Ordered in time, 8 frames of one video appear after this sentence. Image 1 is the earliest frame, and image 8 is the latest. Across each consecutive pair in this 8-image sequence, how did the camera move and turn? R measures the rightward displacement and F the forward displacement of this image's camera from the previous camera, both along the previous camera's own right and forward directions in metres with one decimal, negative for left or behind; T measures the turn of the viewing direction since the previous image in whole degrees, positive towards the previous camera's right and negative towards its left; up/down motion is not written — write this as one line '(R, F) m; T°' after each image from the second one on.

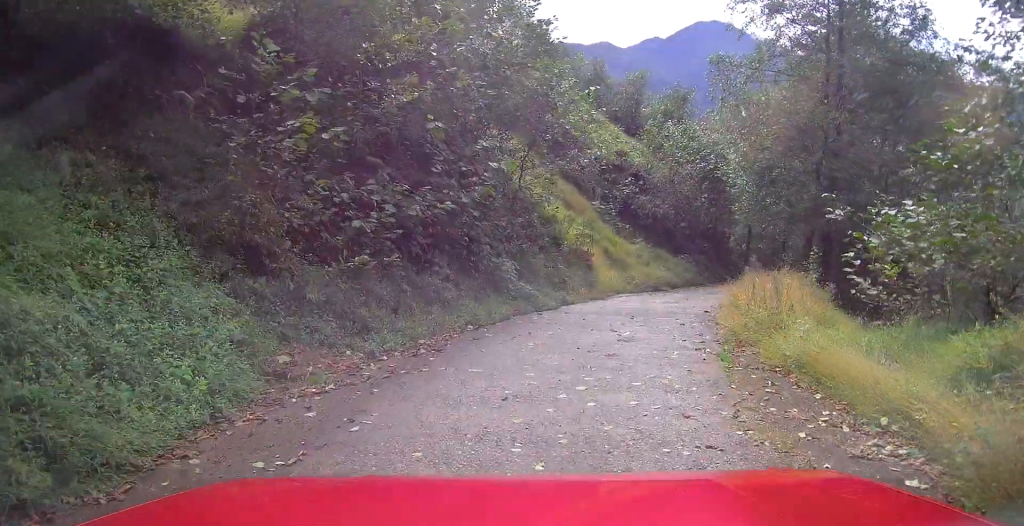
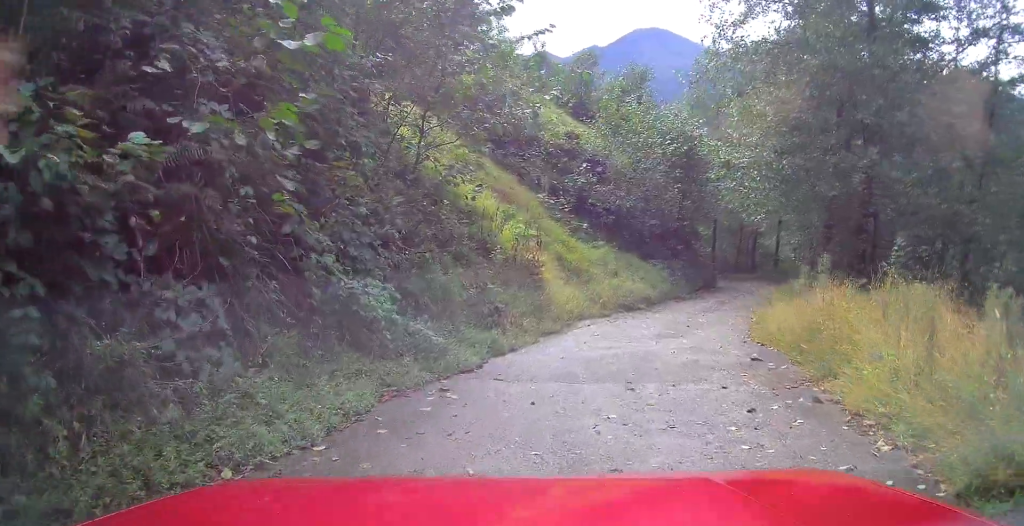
(+0.2, +6.4) m; +4°
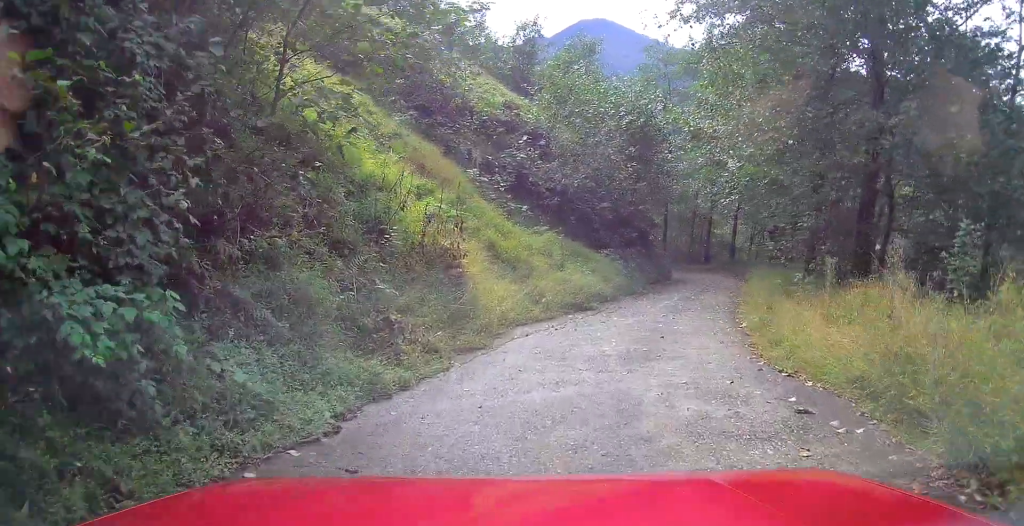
(0.0, +3.3) m; +4°
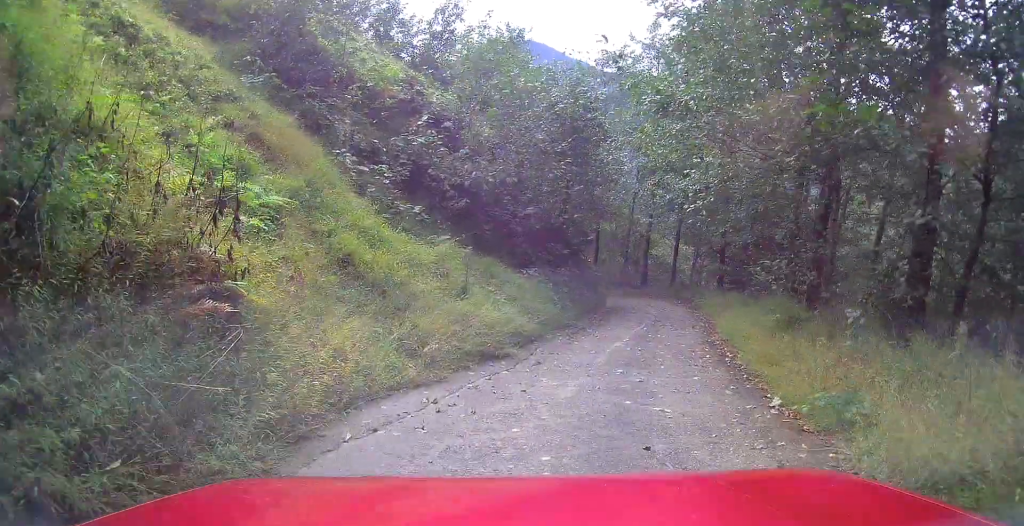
(+0.3, +4.9) m; +9°
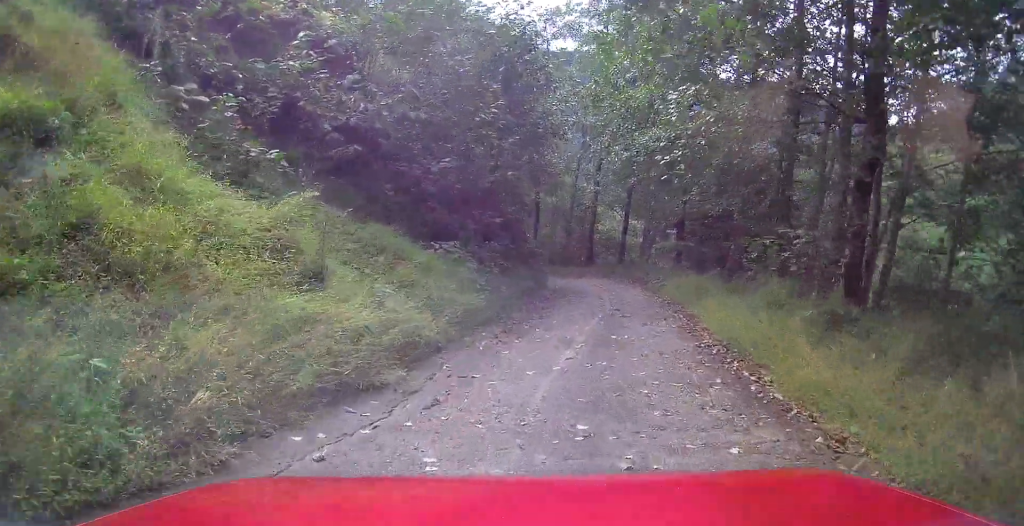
(+0.3, +3.9) m; +6°
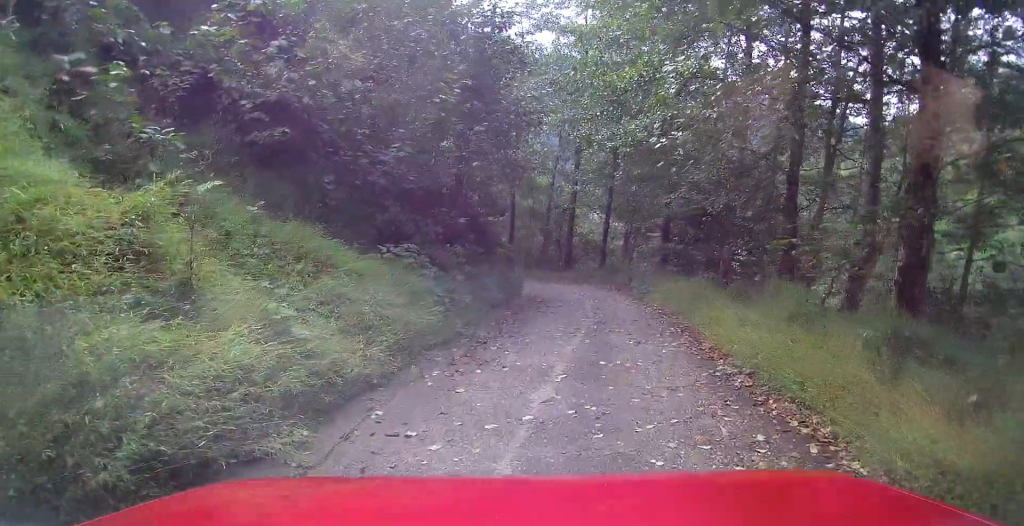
(0.0, +1.9) m; +2°
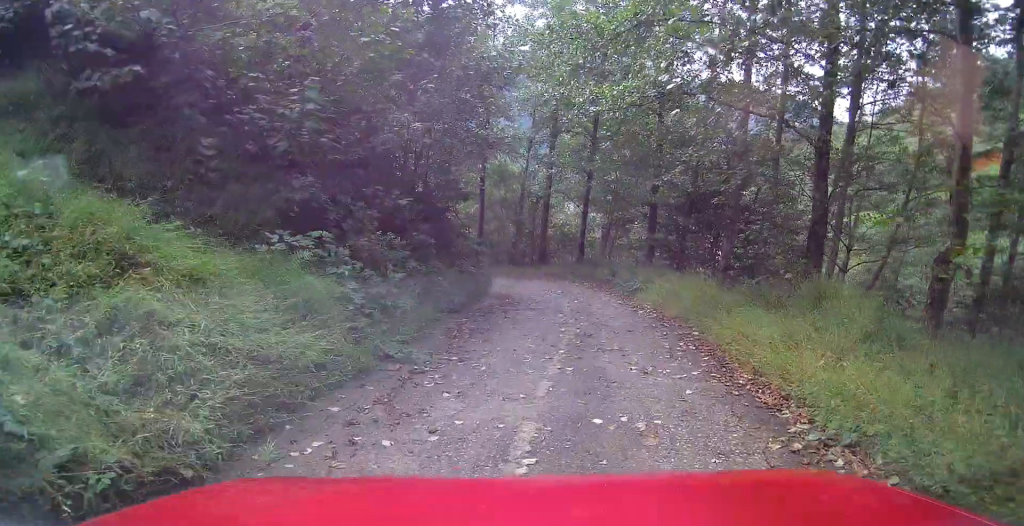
(+0.1, +2.8) m; +1°
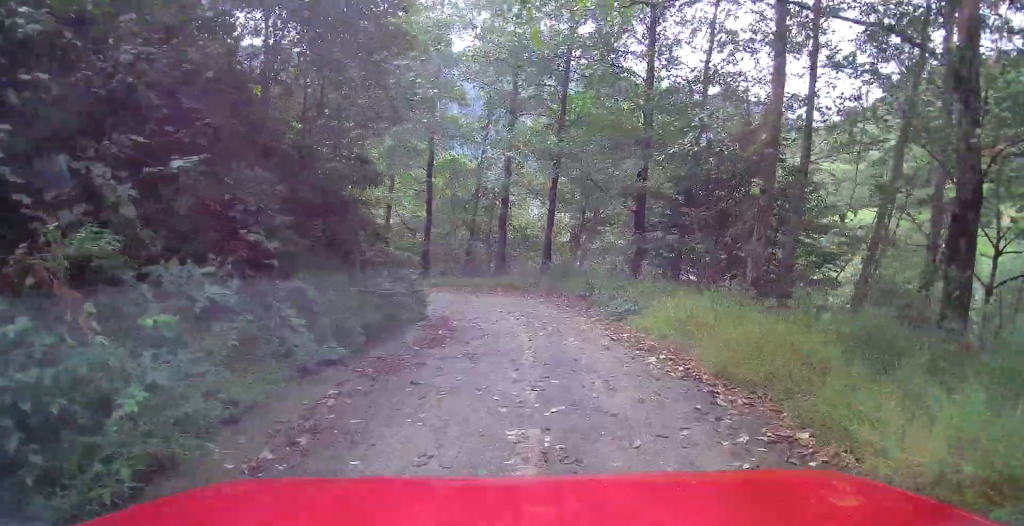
(0.0, +5.0) m; +2°
